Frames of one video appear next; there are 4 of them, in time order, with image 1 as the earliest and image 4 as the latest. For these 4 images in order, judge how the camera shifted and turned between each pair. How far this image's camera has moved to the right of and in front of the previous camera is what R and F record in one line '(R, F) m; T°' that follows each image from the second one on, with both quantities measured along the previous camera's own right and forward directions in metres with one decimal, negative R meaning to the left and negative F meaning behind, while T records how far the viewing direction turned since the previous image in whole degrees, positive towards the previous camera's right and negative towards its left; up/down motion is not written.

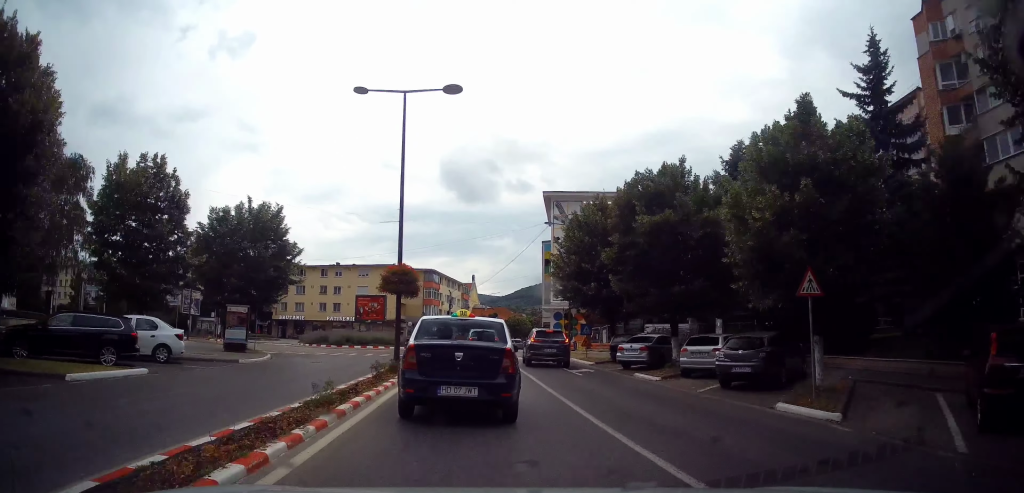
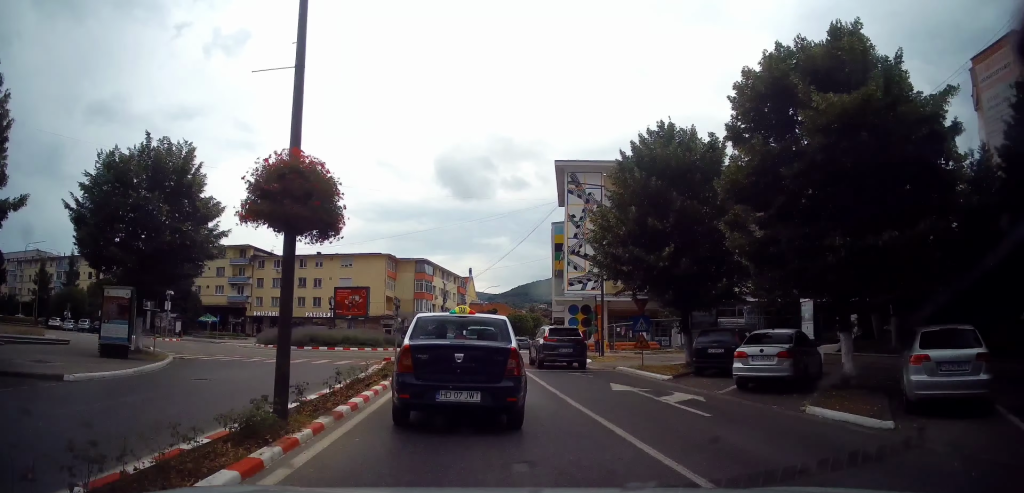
(+0.3, +10.6) m; -1°
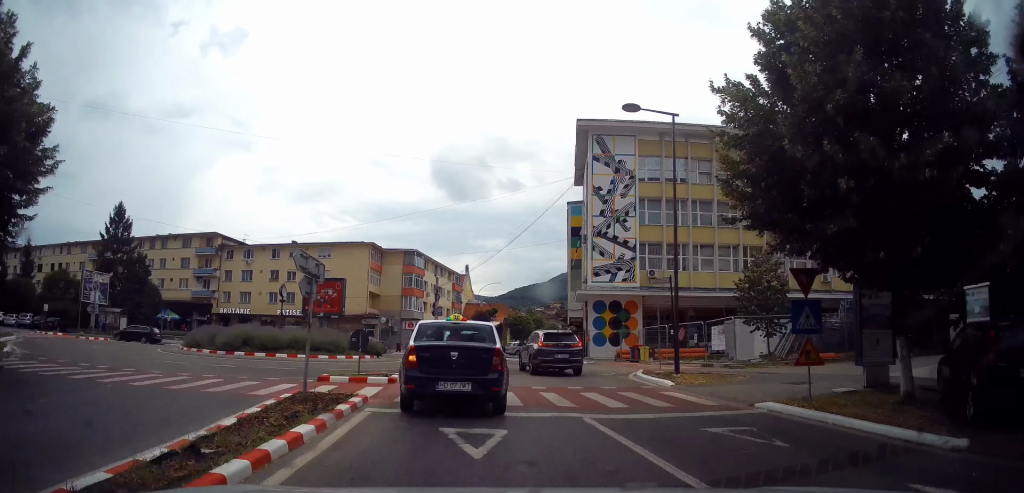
(-0.9, +11.9) m; -5°
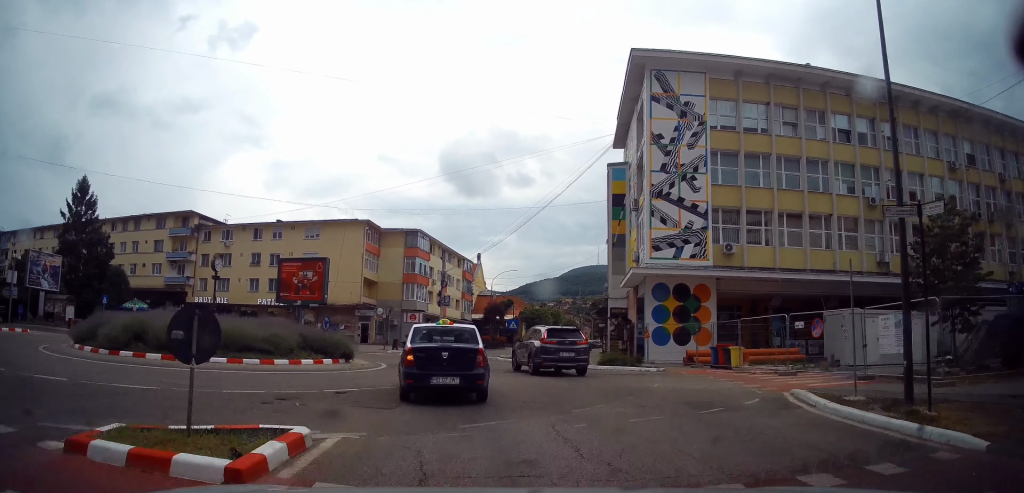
(+0.6, +10.3) m; +5°
